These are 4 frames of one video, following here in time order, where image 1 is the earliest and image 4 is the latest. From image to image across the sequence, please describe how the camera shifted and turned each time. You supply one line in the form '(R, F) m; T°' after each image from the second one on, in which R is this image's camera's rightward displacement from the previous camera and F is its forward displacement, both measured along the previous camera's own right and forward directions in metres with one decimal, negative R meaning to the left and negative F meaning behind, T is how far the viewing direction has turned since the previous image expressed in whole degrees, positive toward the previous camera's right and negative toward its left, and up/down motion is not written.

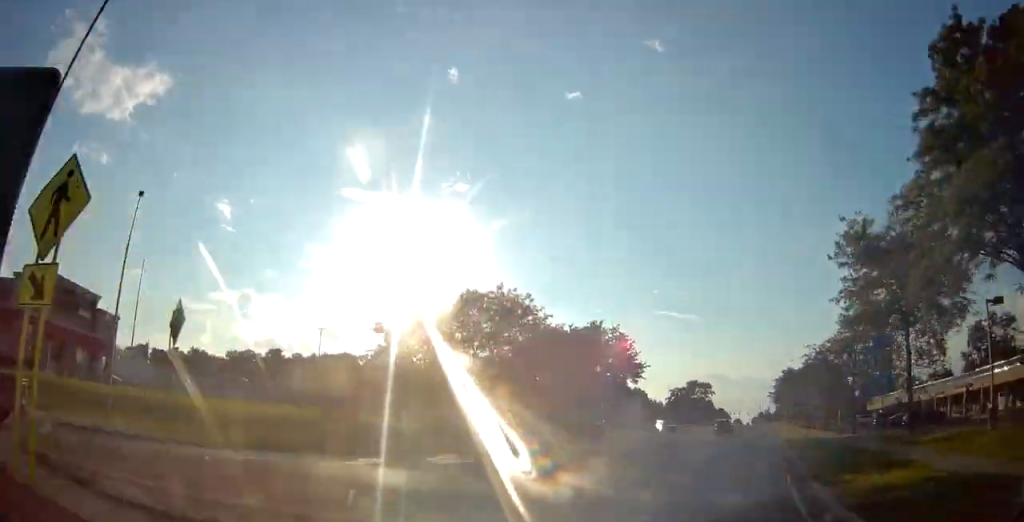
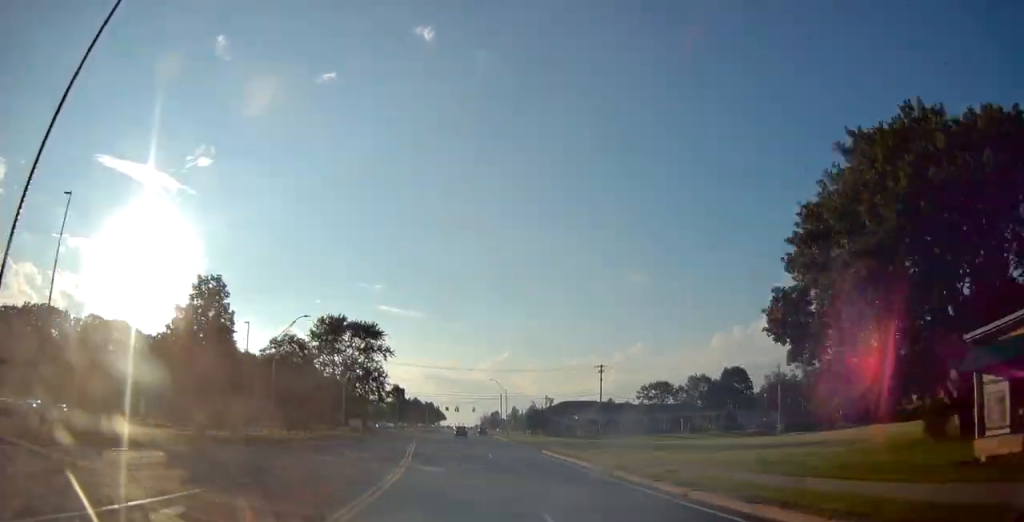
(+31.5, +141.2) m; +12°
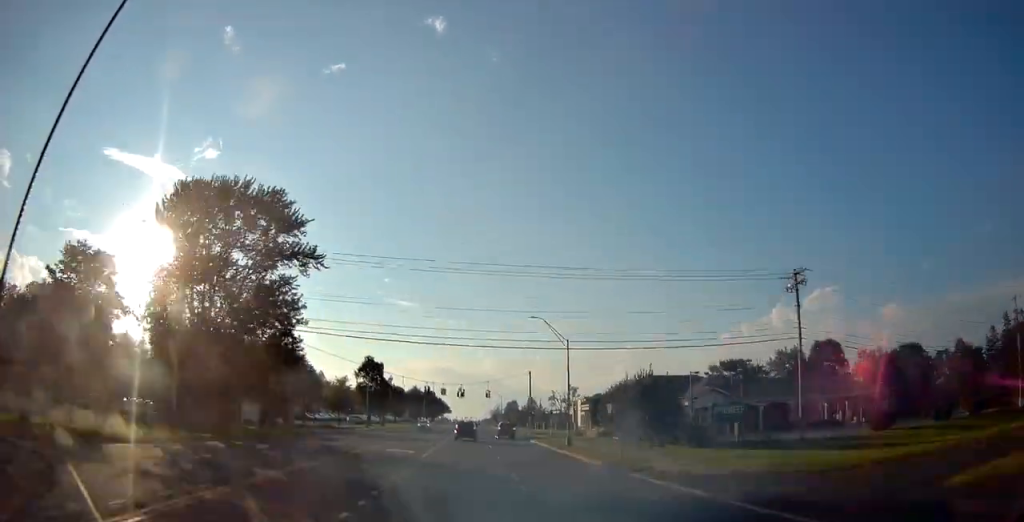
(0.0, +45.0) m; 0°
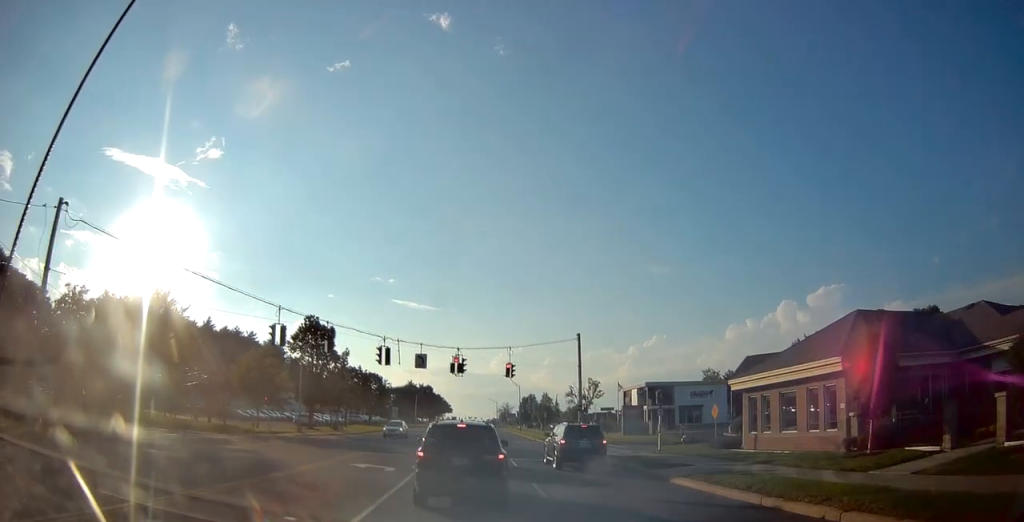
(+0.1, +31.8) m; -2°
